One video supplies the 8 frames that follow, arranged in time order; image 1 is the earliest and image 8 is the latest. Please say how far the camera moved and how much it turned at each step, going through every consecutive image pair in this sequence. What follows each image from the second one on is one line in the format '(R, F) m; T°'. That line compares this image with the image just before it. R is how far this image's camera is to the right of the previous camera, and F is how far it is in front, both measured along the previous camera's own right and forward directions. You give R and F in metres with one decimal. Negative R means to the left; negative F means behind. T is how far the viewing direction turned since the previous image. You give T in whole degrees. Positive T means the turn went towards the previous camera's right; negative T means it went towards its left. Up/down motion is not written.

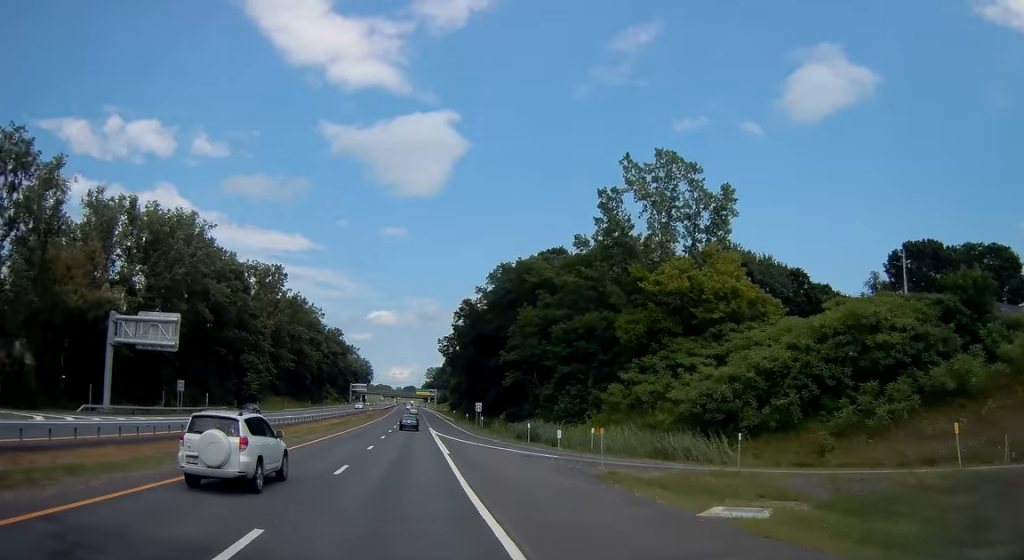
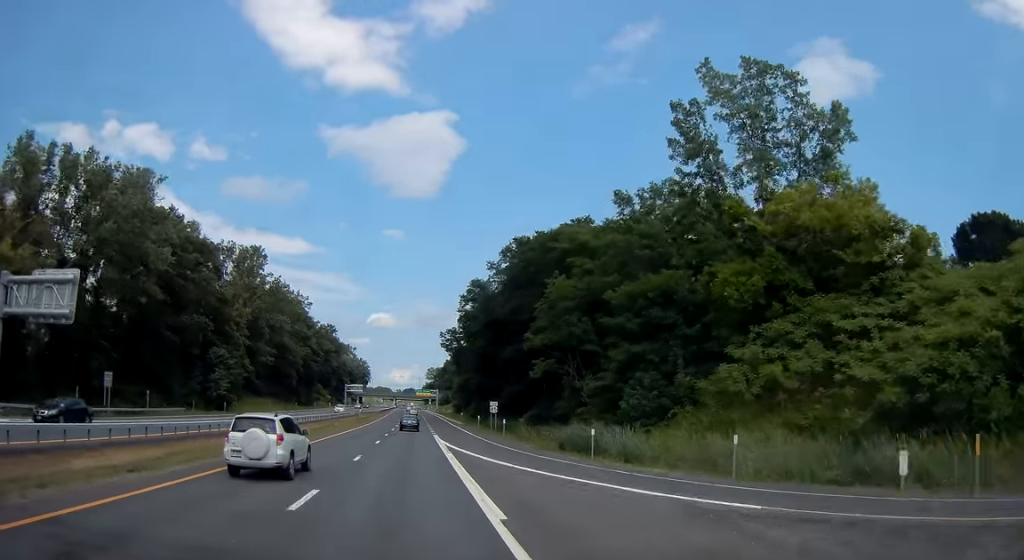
(+0.2, +19.0) m; 0°
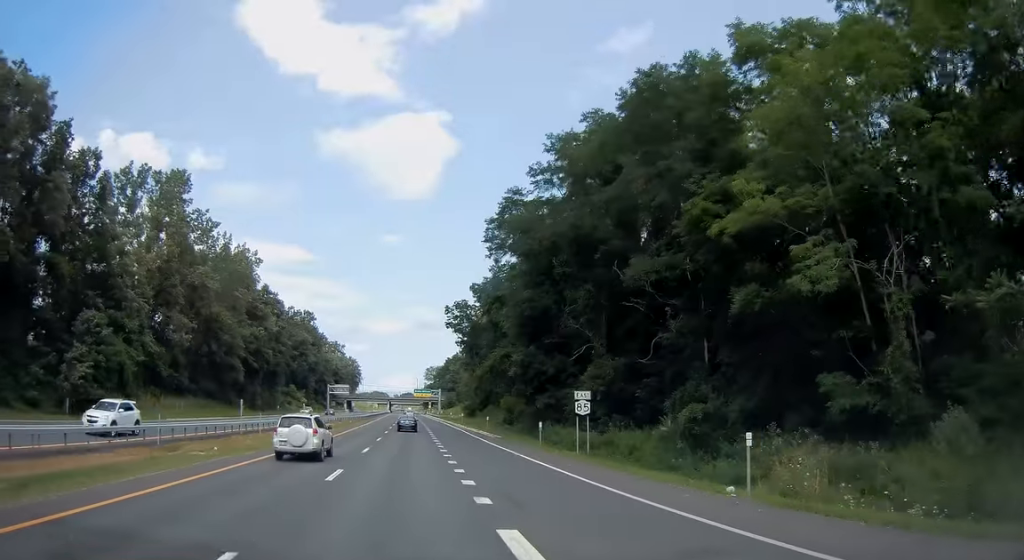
(-0.5, +43.0) m; -1°
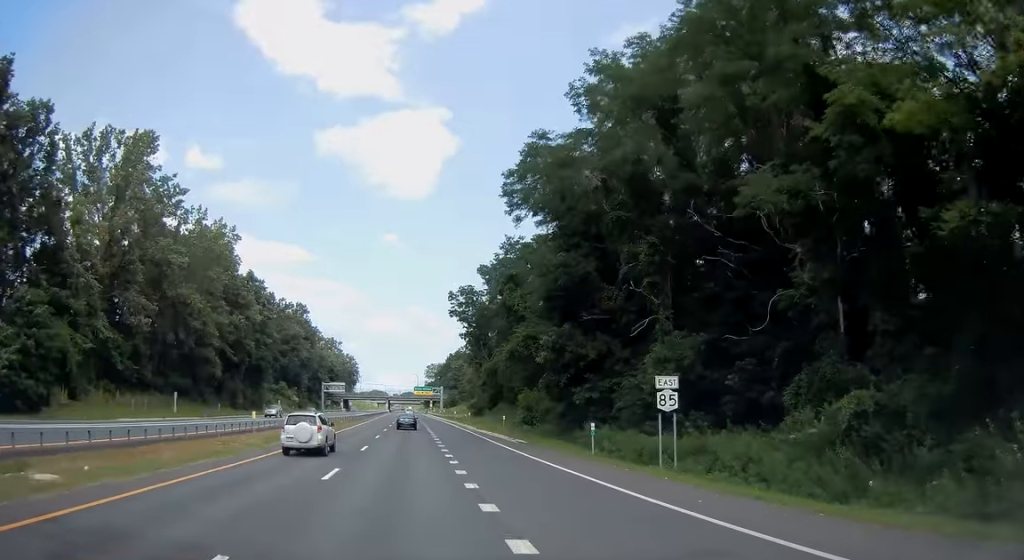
(0.0, +12.4) m; 0°
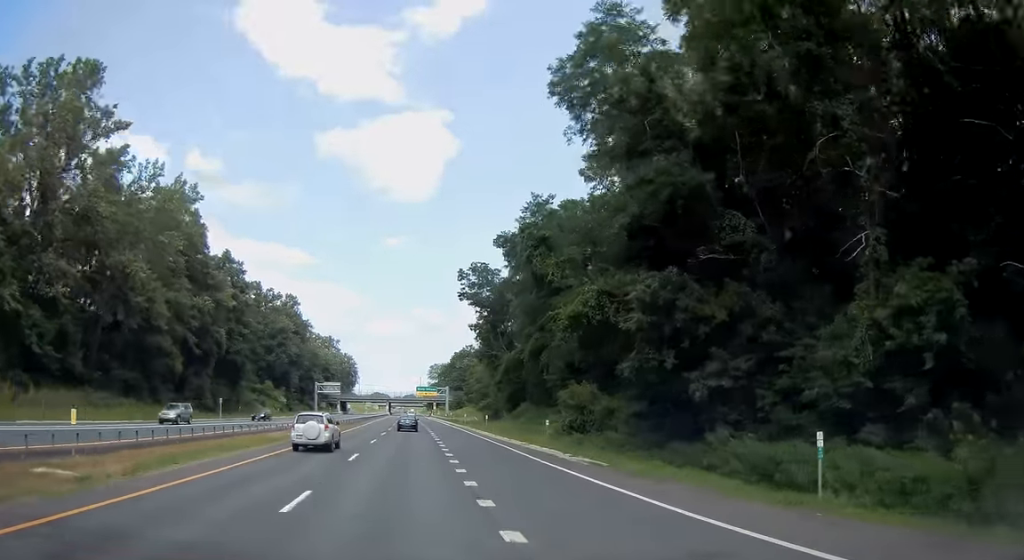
(+0.1, +17.5) m; 0°
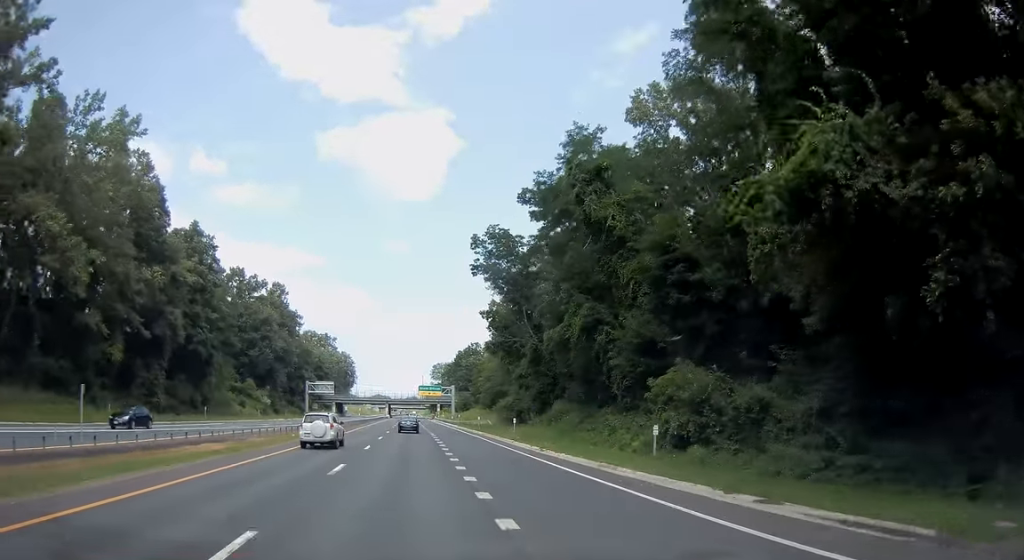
(-0.1, +17.6) m; 0°
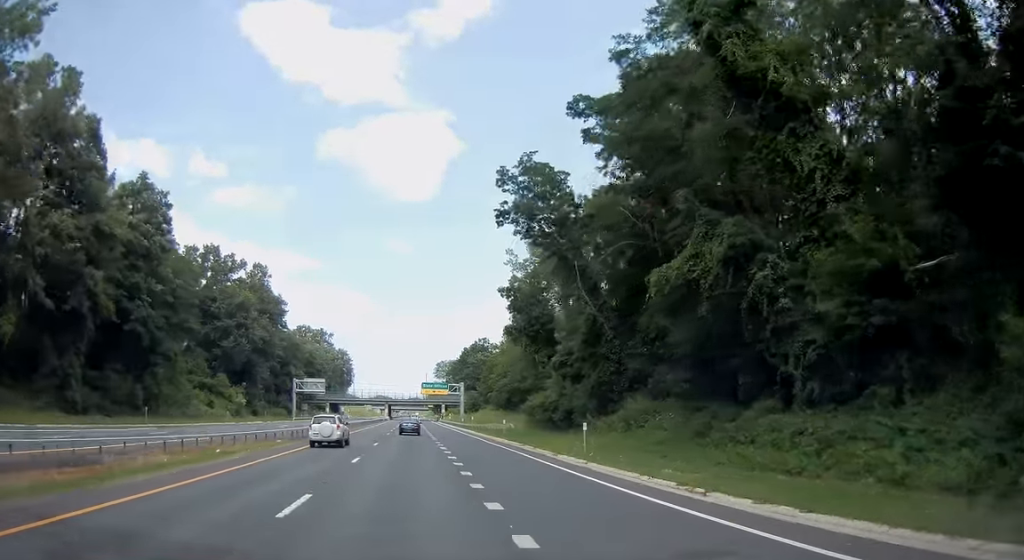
(0.0, +20.0) m; 0°
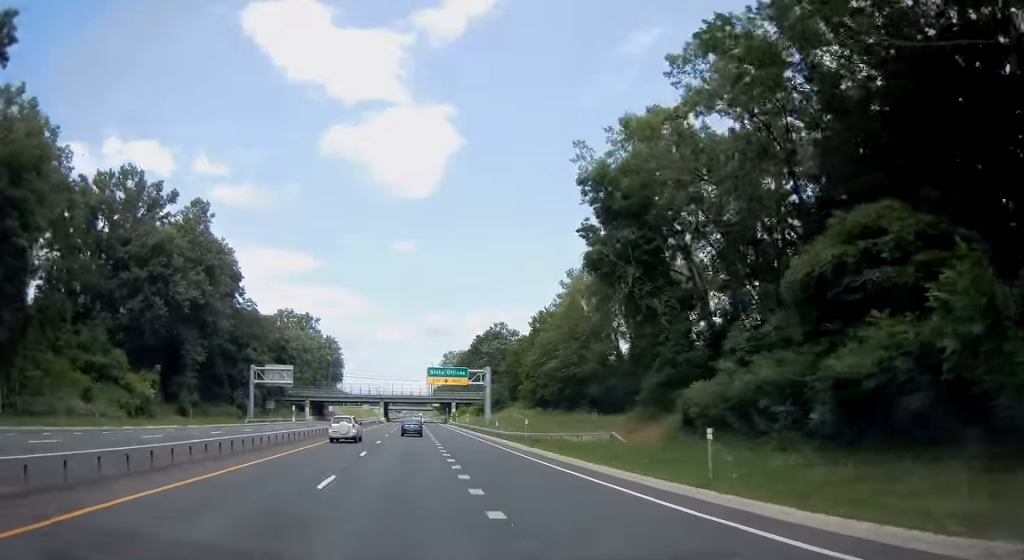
(-0.3, +38.9) m; 0°
